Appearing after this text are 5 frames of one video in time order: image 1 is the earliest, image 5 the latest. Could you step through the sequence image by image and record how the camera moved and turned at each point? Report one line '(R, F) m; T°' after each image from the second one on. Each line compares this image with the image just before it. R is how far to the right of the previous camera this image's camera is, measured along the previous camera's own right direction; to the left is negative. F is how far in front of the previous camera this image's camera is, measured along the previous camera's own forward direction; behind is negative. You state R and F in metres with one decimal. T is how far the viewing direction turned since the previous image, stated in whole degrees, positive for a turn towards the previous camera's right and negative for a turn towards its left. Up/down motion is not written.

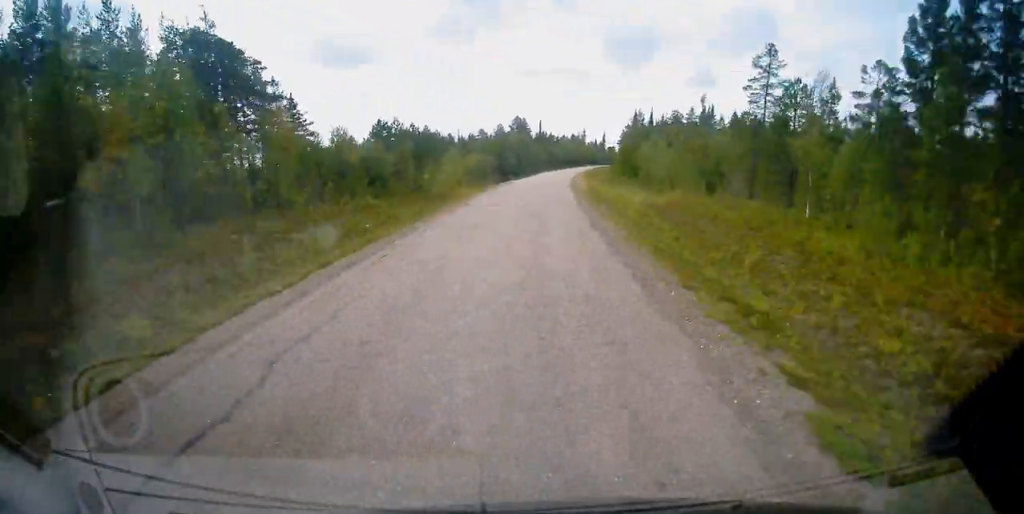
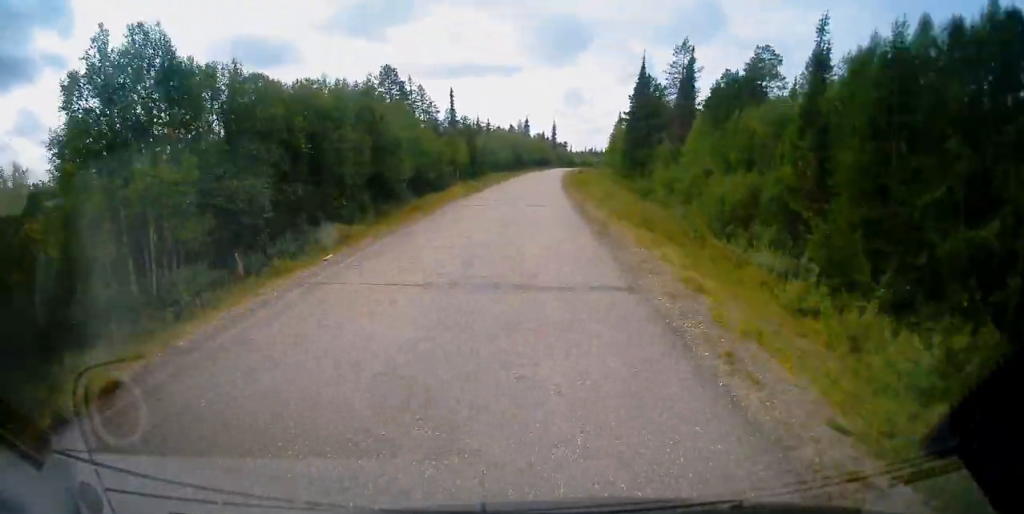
(+3.3, +87.8) m; +5°
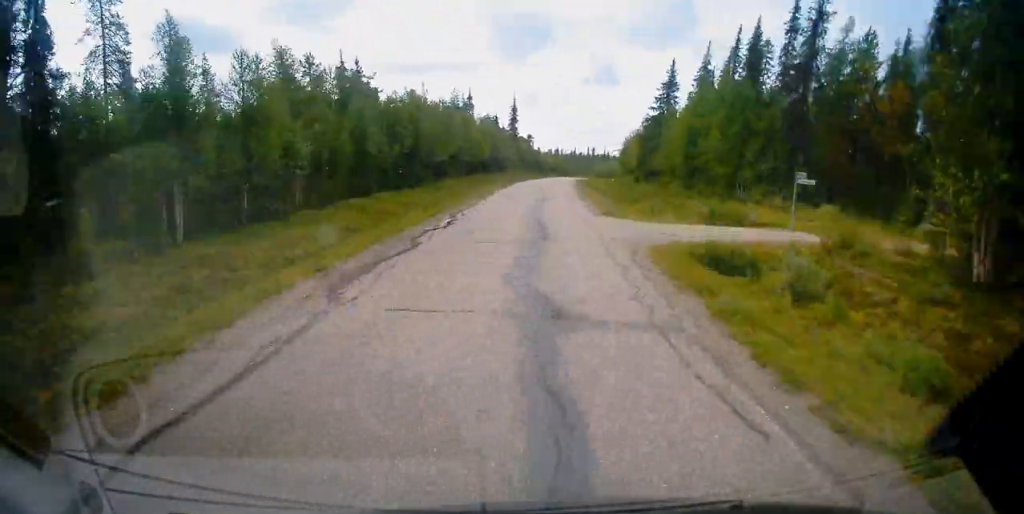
(+3.5, +88.1) m; +5°
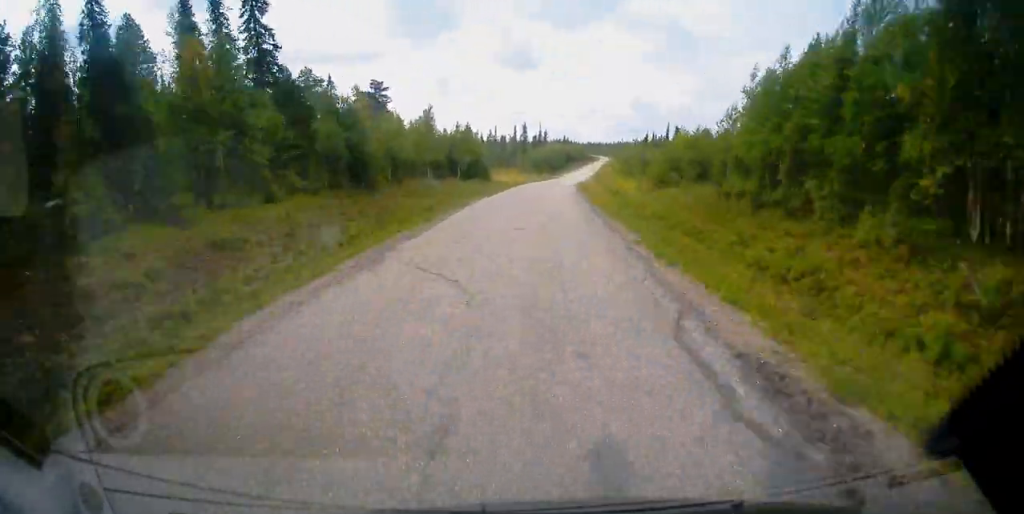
(+6.5, +111.3) m; +7°
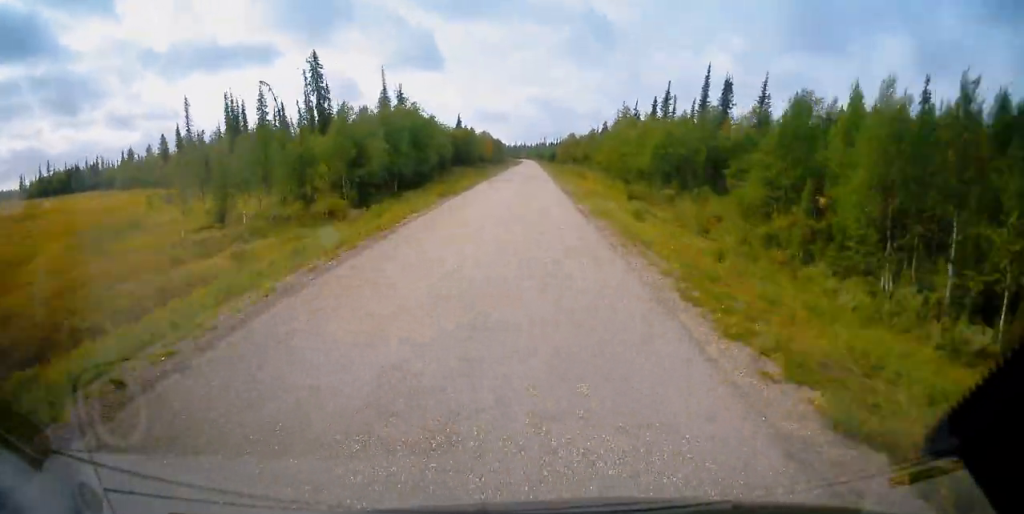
(+9.2, +134.5) m; +6°
